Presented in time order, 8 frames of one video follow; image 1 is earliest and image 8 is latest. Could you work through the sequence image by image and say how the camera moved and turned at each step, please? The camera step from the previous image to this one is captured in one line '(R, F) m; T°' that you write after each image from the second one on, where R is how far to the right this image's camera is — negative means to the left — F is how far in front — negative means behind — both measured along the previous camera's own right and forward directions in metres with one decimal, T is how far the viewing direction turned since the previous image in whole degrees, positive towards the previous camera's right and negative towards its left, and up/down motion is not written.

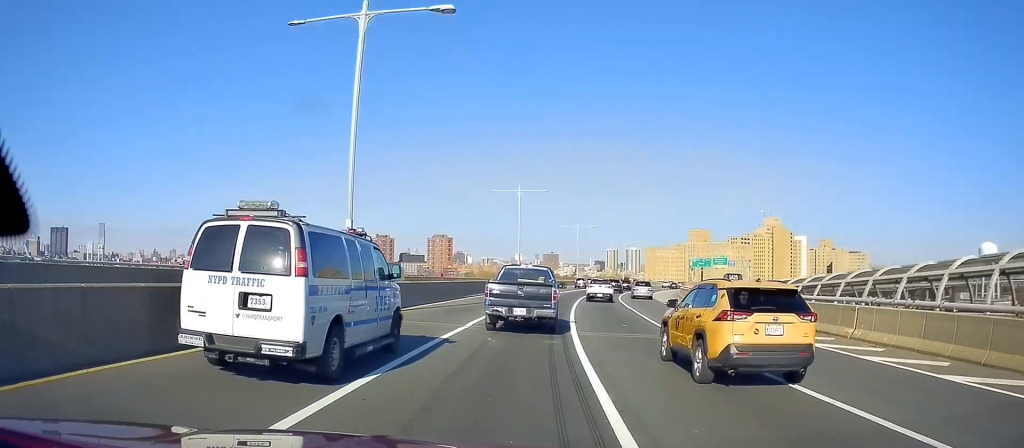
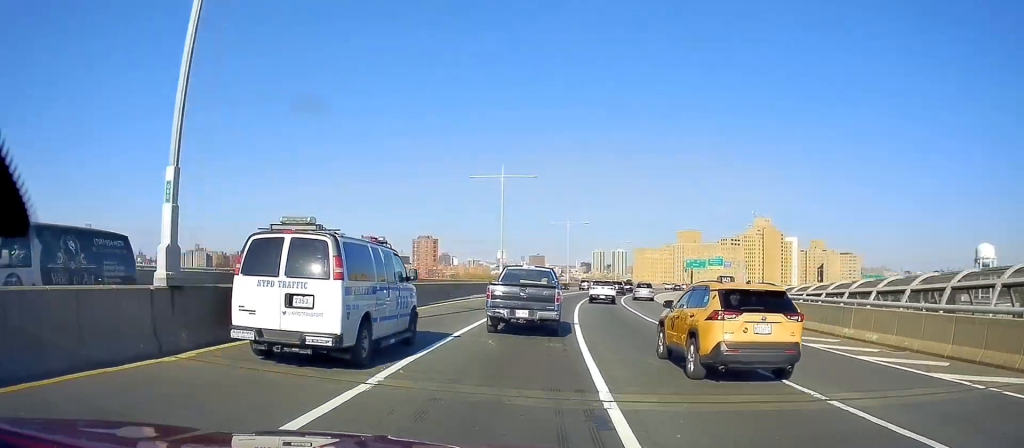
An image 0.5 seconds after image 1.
(+0.2, +10.0) m; +1°
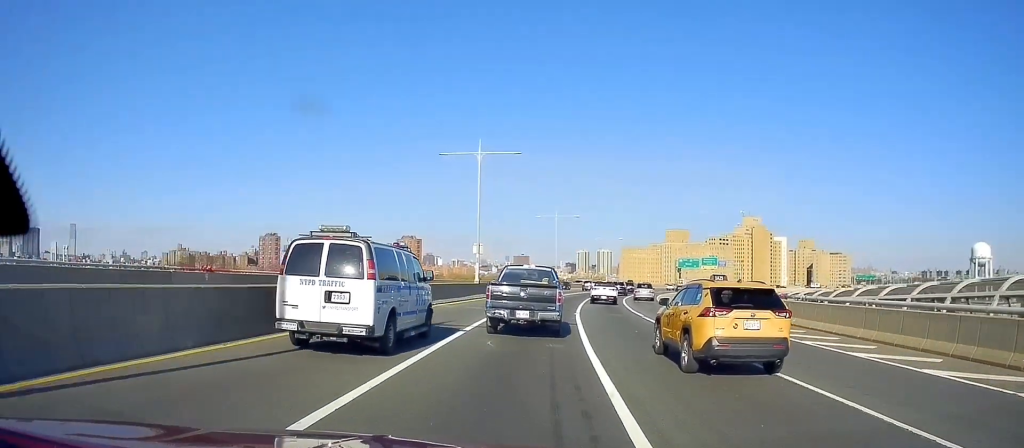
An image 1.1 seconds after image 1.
(0.0, +10.0) m; +1°
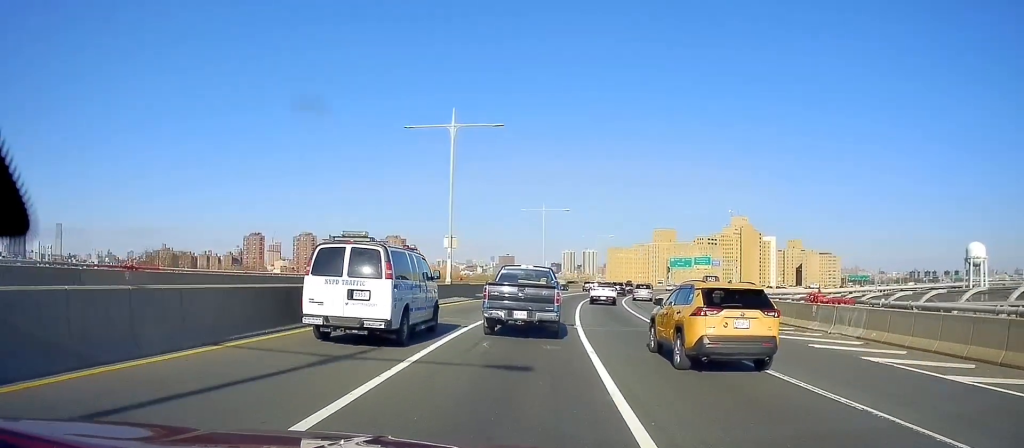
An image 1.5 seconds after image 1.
(+0.2, +7.9) m; +2°
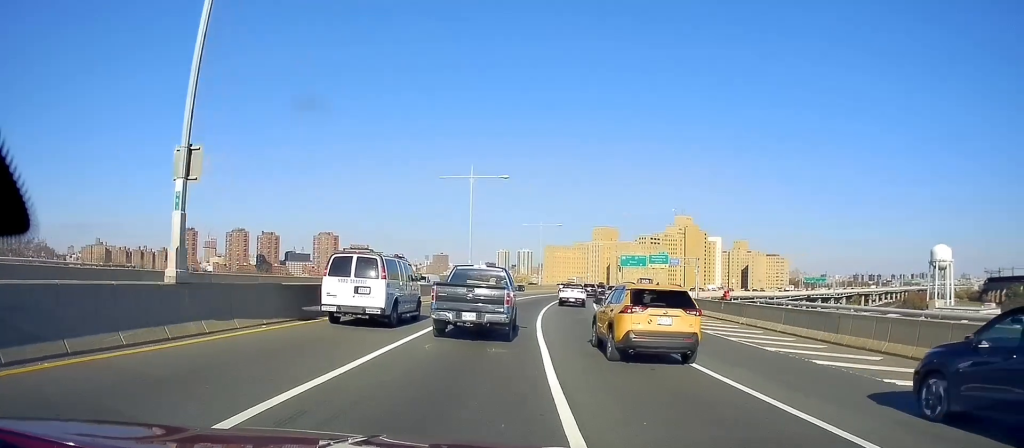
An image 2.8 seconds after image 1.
(+1.0, +23.3) m; +5°
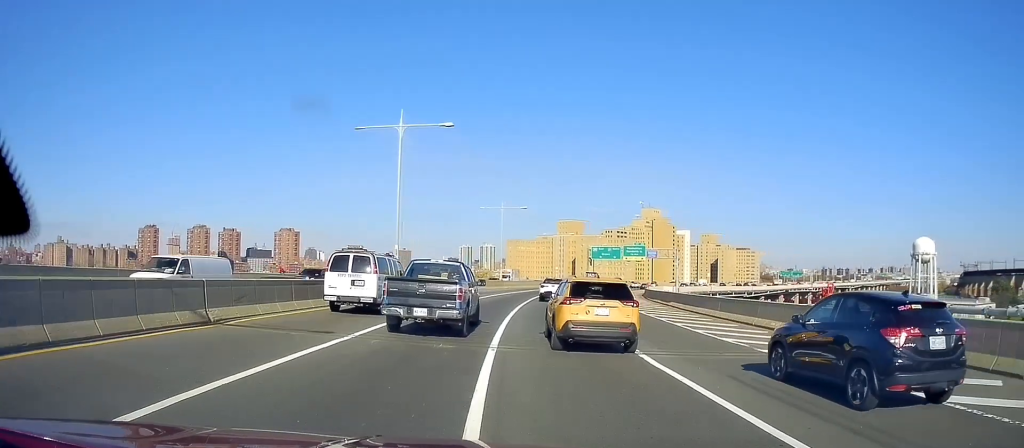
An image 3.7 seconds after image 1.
(+0.5, +16.0) m; +4°
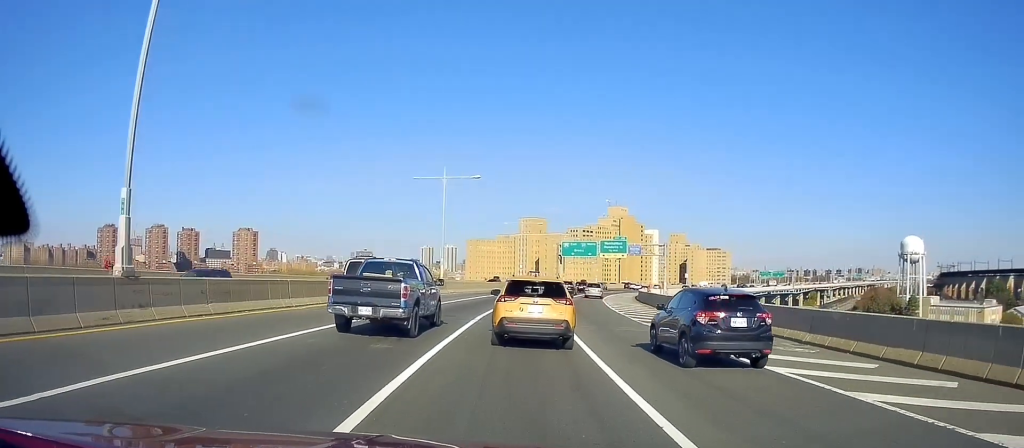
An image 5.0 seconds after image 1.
(+1.1, +23.0) m; +4°
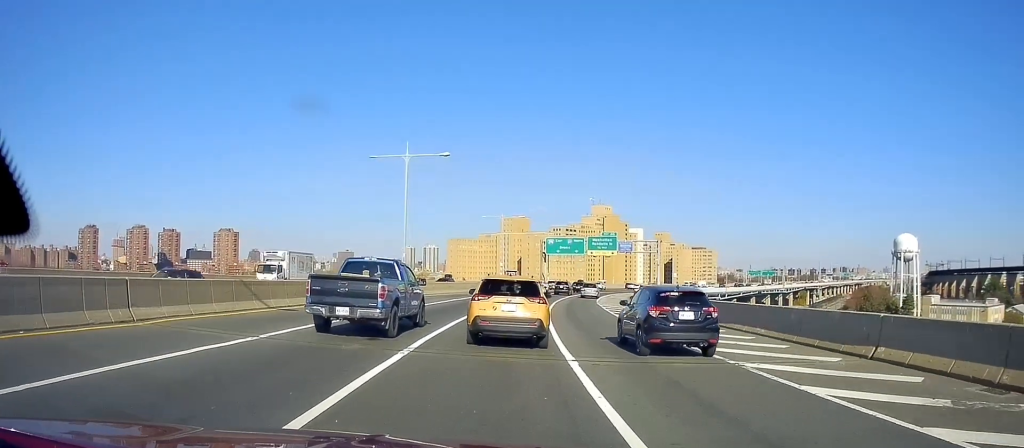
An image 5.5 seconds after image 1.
(0.0, +9.5) m; +1°
